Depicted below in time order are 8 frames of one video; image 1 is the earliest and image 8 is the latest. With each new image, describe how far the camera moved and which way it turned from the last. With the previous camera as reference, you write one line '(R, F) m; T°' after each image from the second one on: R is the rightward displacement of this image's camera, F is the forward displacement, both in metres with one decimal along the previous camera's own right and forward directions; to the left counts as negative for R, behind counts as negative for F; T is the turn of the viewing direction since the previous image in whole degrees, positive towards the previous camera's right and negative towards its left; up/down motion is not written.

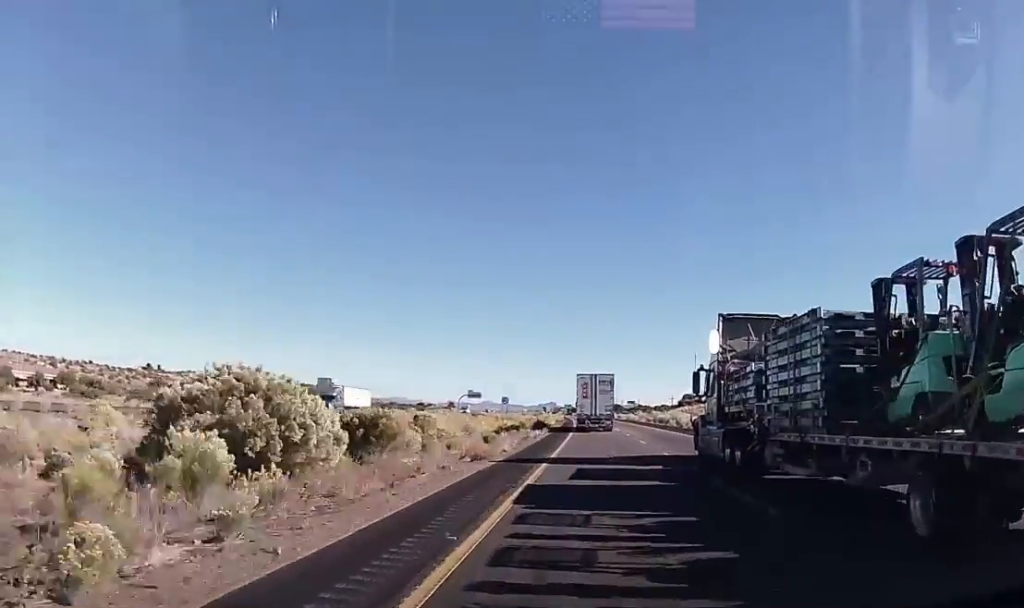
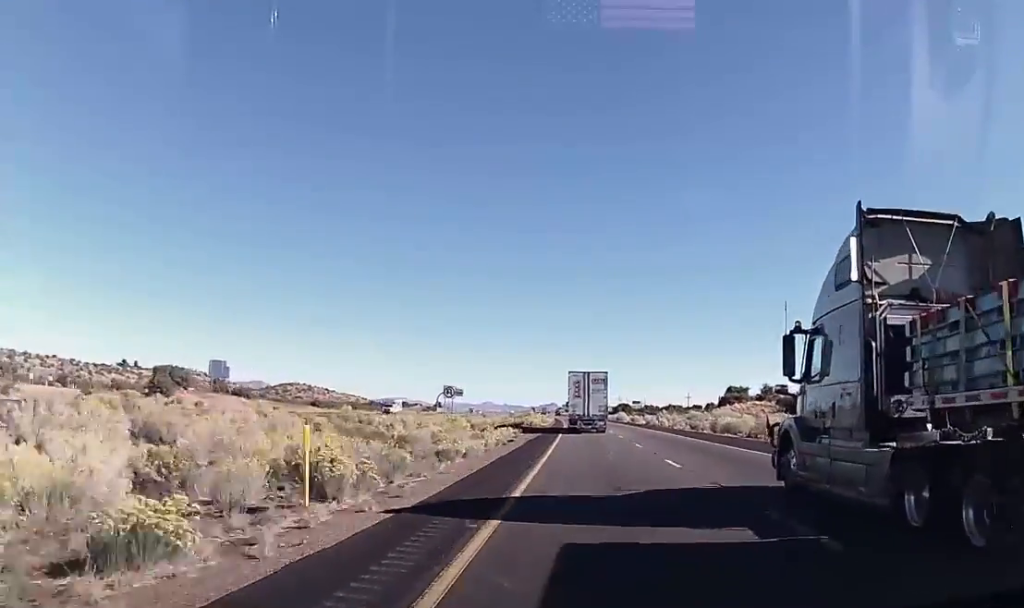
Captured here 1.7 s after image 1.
(-0.4, +53.2) m; -1°
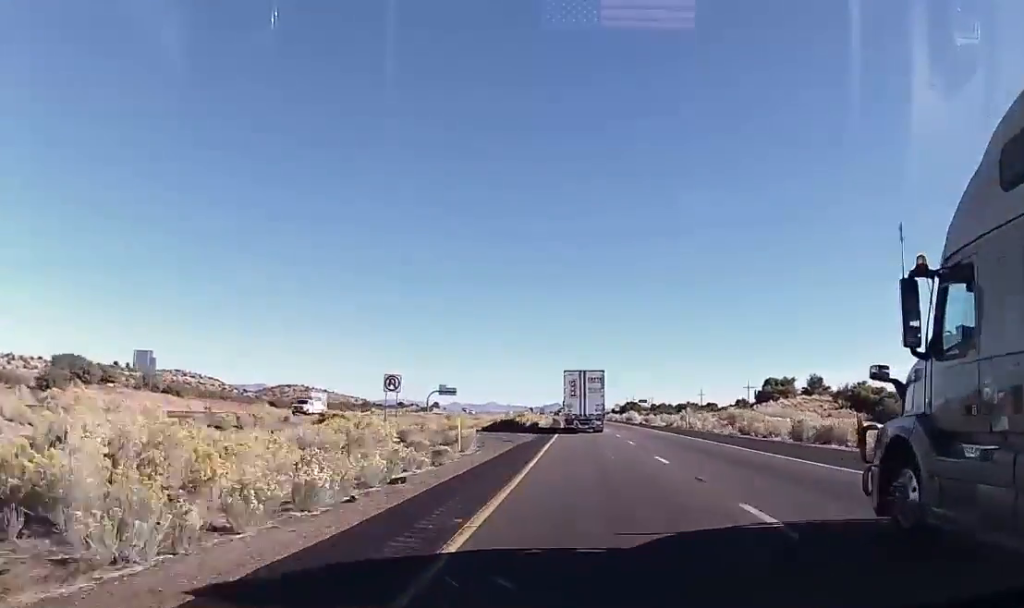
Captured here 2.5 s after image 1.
(-0.3, +23.6) m; 0°
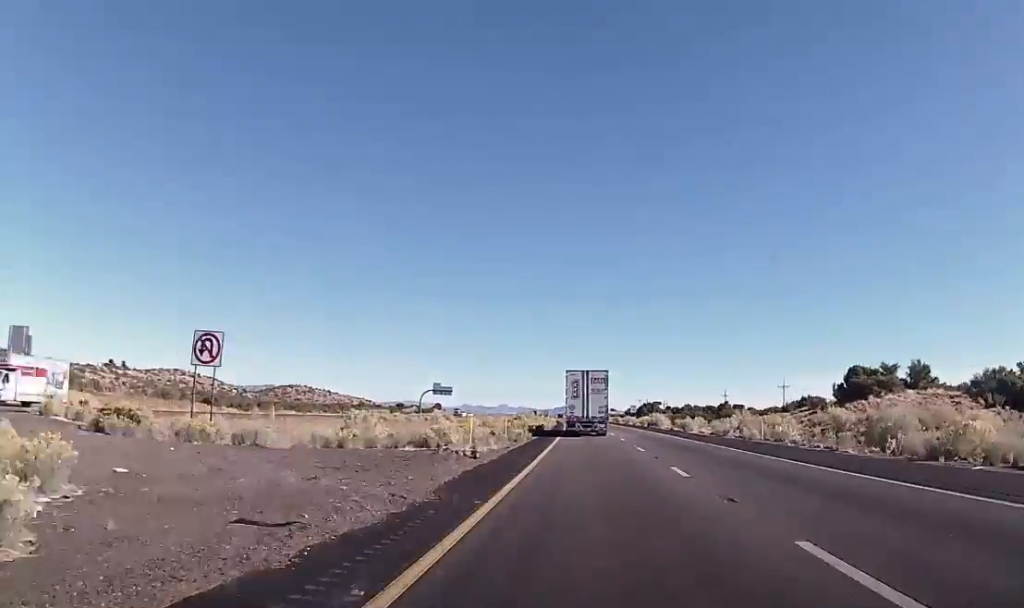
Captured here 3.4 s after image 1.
(+0.3, +27.9) m; 0°
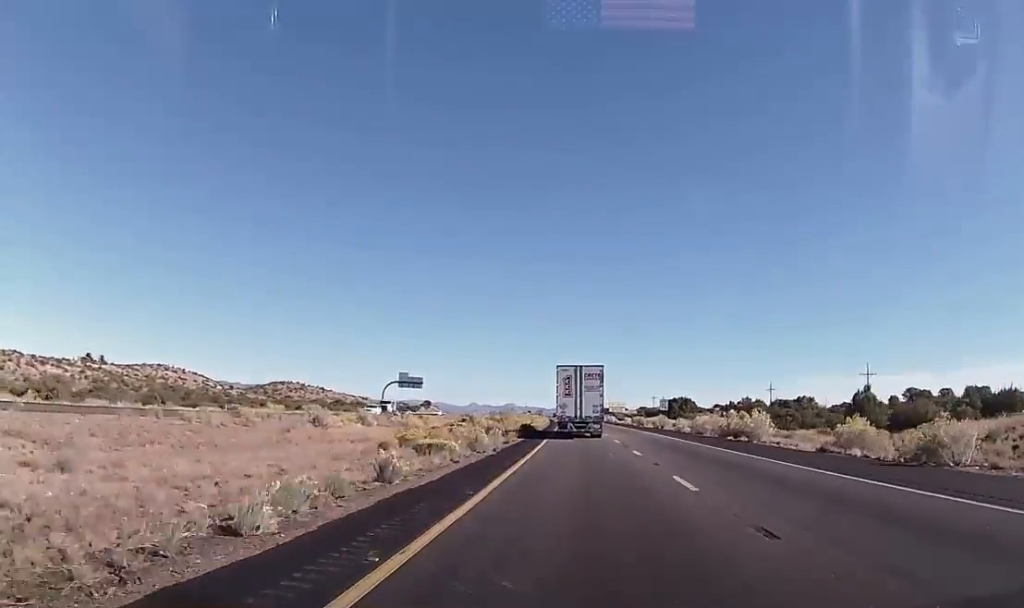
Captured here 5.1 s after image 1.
(-1.1, +52.6) m; -1°
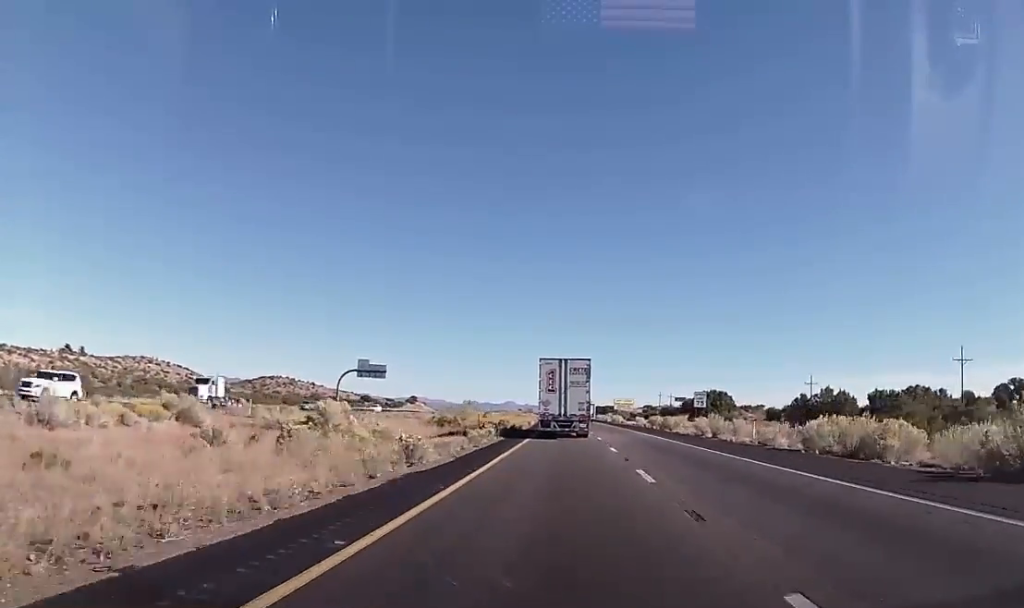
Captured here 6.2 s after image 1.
(+0.3, +35.4) m; 0°
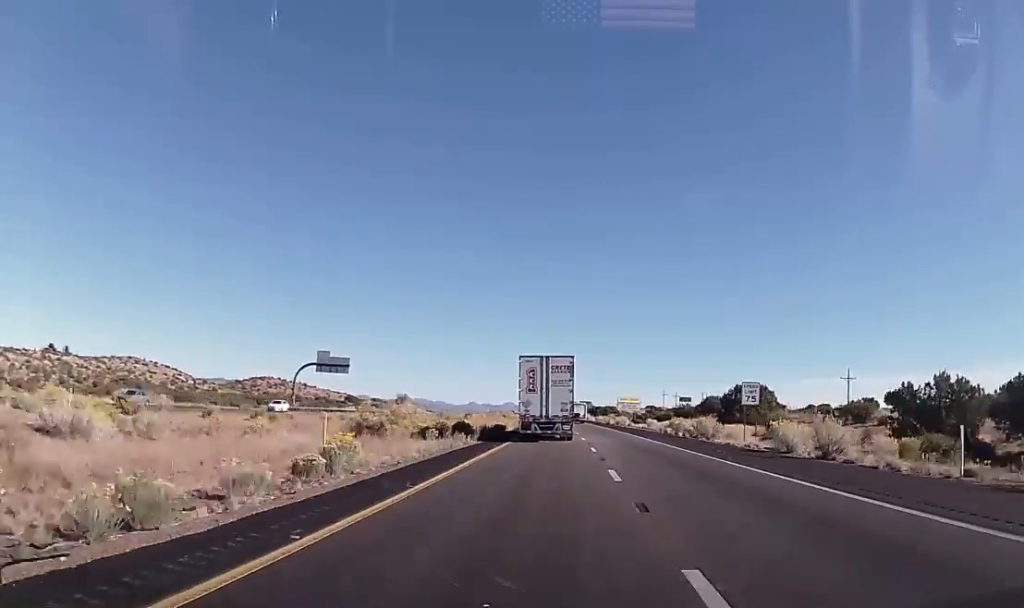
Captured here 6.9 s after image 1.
(-0.1, +23.9) m; 0°
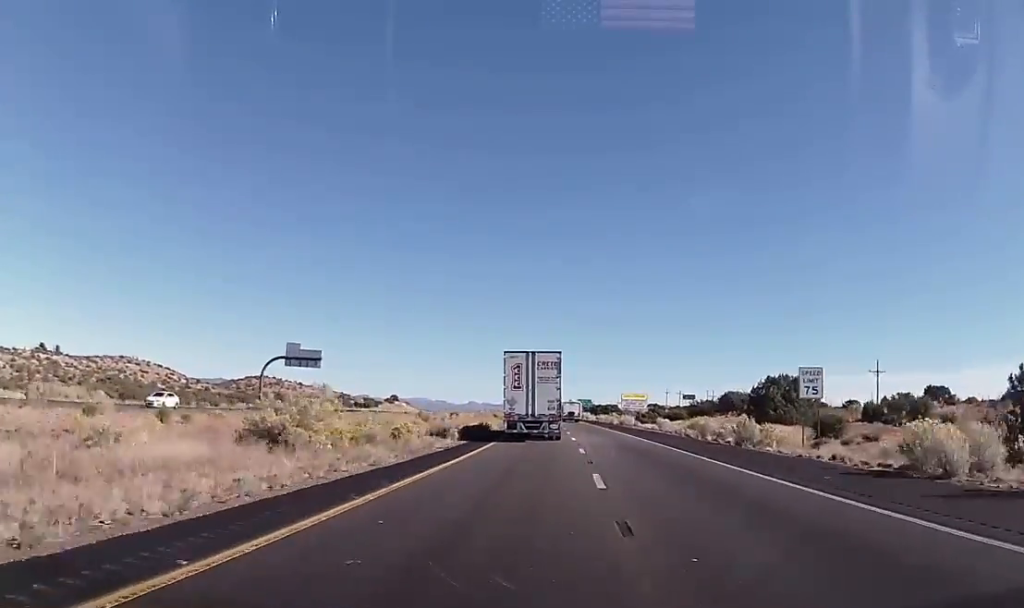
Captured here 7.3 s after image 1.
(-0.2, +14.2) m; 0°
